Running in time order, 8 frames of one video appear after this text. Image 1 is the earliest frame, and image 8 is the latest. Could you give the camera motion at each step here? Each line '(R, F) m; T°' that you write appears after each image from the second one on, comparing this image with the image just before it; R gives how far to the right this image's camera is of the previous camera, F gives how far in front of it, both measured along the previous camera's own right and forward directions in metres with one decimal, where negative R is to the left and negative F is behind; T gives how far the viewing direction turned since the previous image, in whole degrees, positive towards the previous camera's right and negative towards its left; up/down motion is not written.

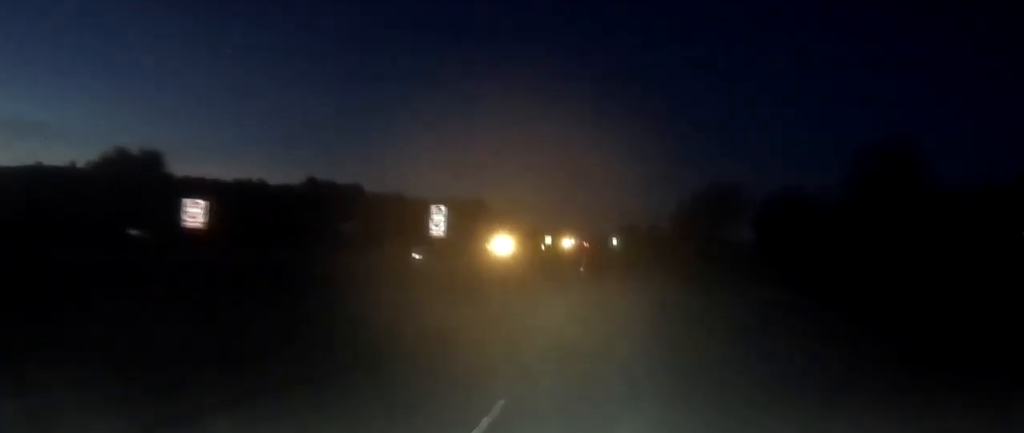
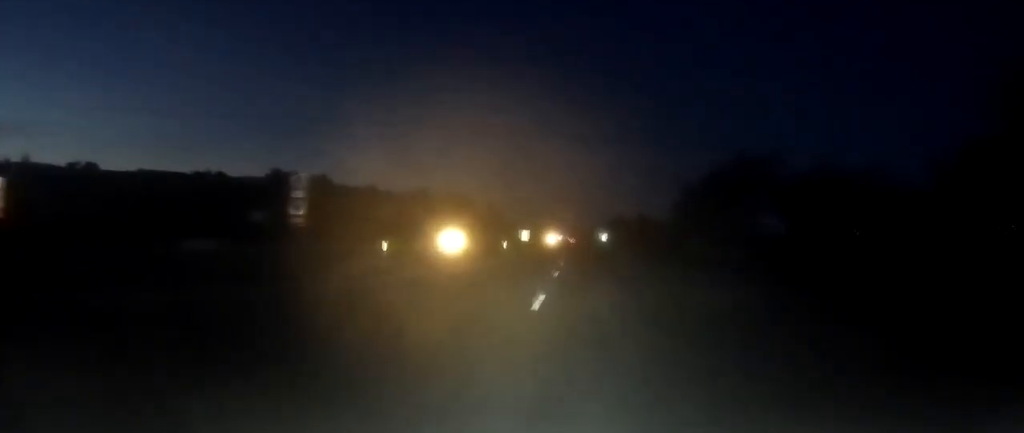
(-0.5, +23.9) m; 0°
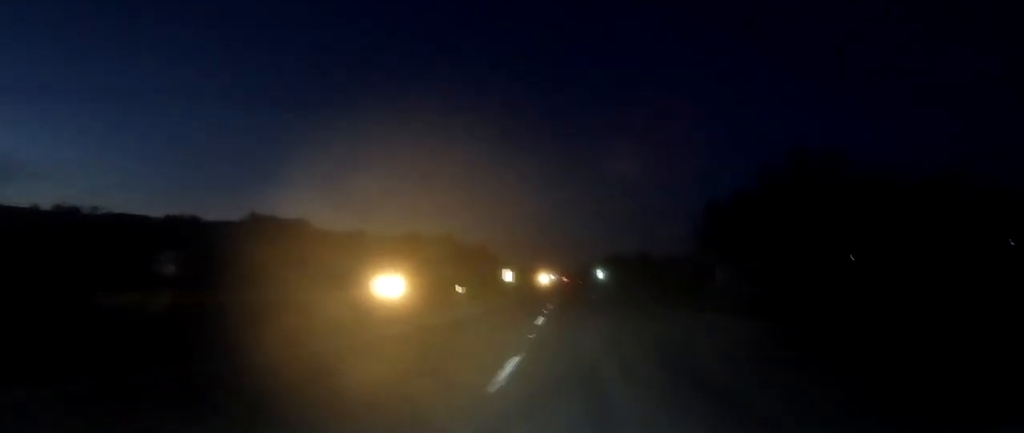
(+0.4, +19.6) m; +2°
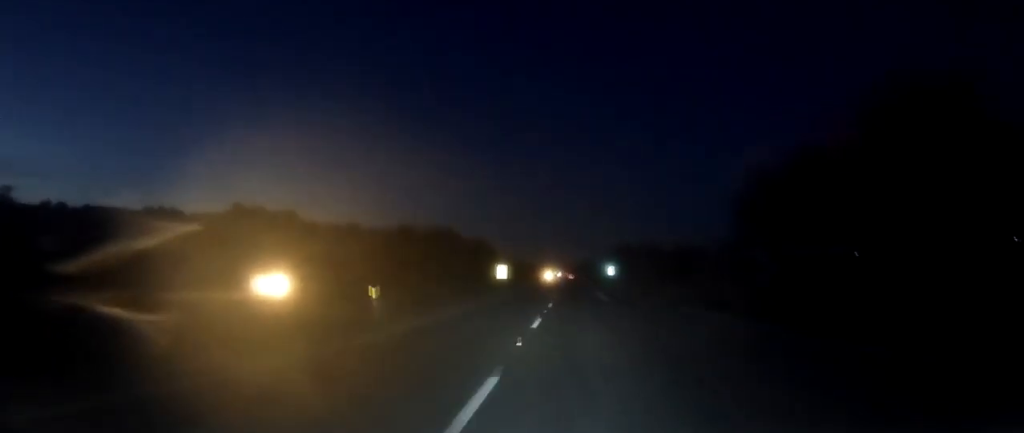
(+0.2, +18.4) m; 0°
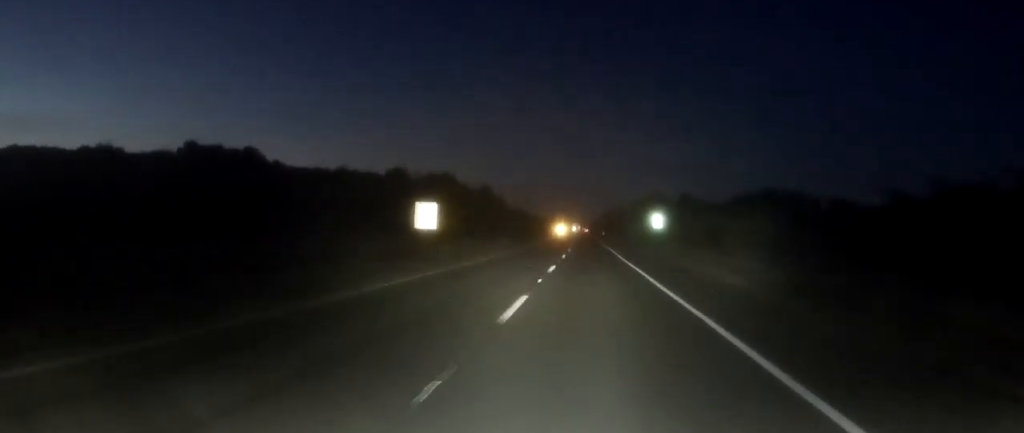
(-0.6, +51.9) m; -1°
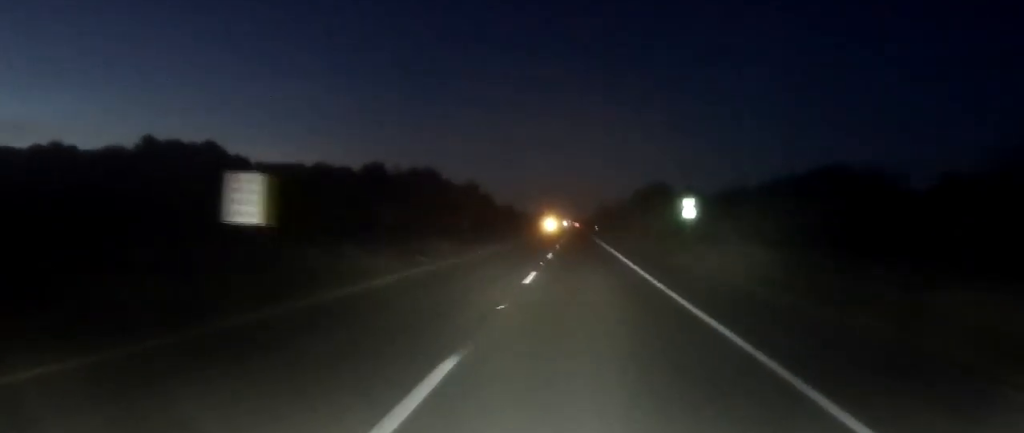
(0.0, +22.5) m; 0°
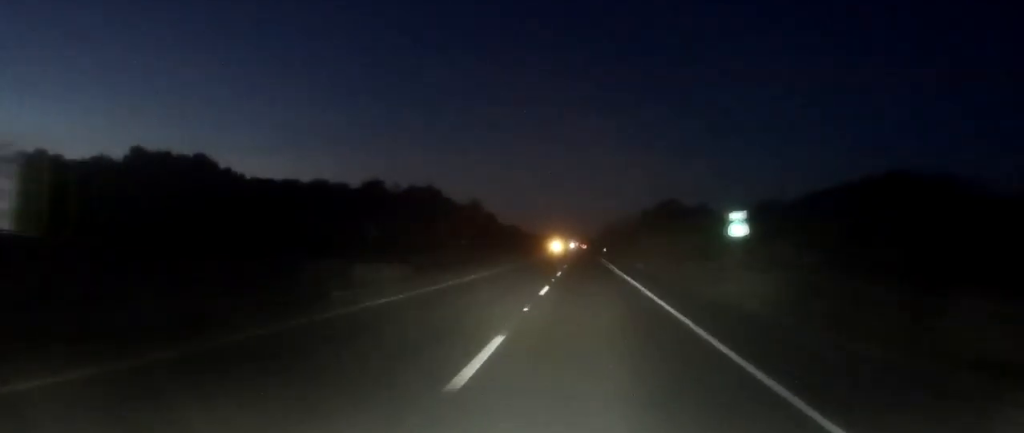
(0.0, +11.2) m; 0°
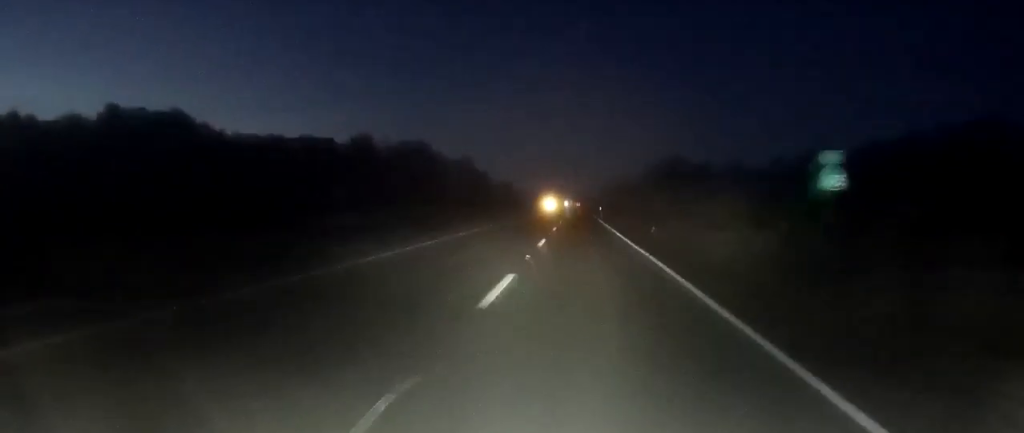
(0.0, +12.1) m; 0°
